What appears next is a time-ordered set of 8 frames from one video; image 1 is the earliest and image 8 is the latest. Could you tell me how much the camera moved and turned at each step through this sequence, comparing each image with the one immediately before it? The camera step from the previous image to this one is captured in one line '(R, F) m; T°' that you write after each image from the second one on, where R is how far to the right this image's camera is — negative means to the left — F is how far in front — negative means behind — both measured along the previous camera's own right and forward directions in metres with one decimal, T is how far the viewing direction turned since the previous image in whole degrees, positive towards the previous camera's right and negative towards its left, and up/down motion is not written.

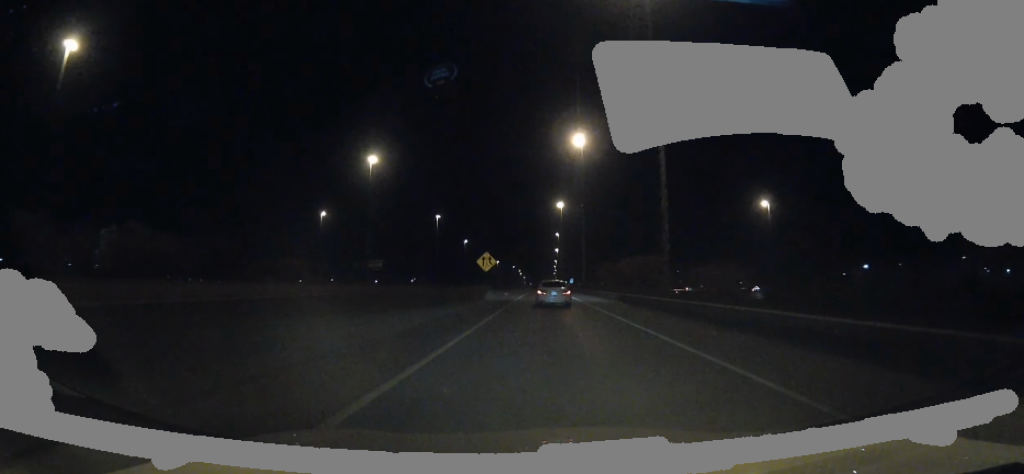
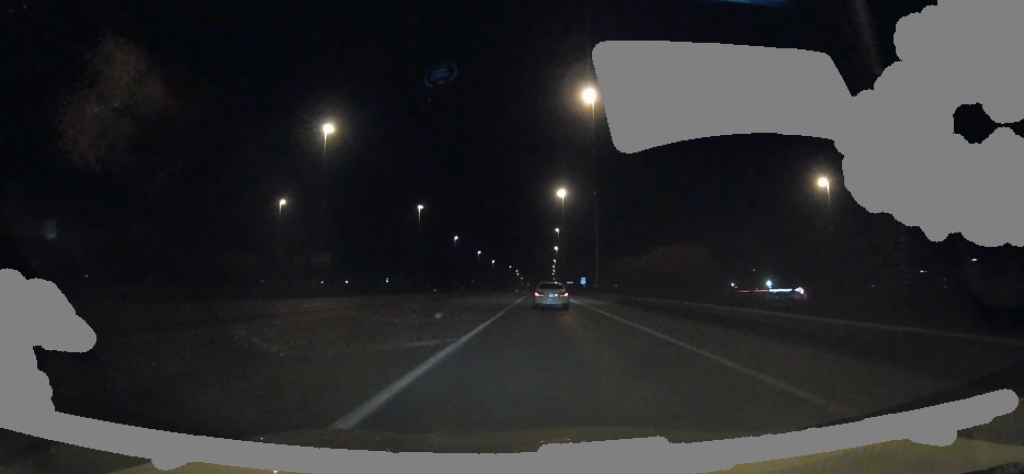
(-0.4, +39.9) m; 0°
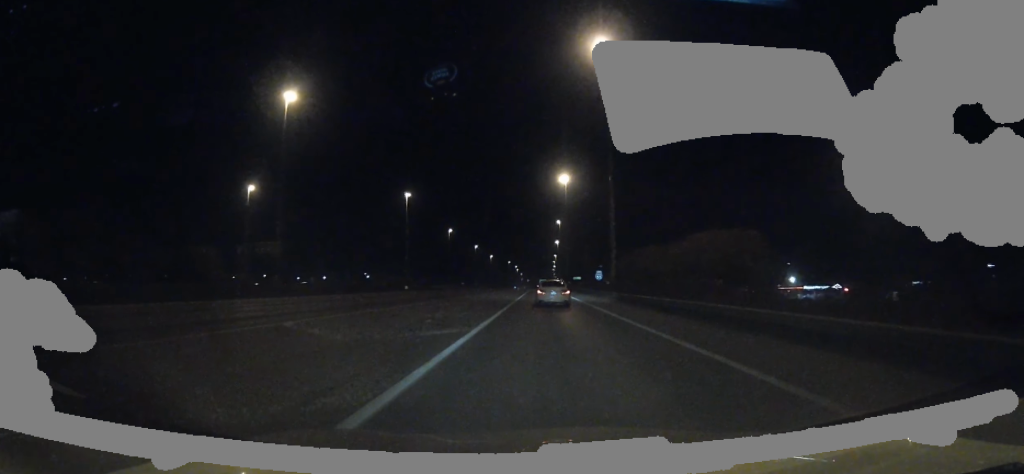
(+0.2, +26.1) m; +1°
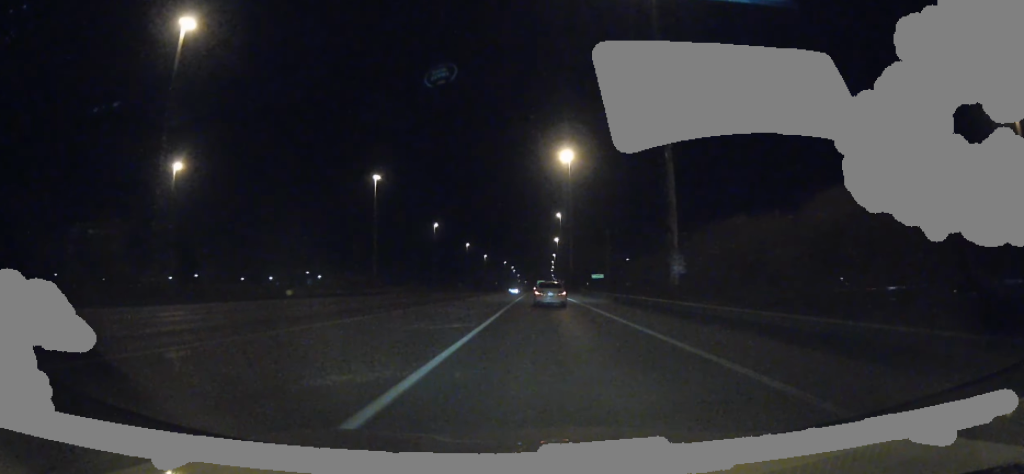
(+0.2, +43.4) m; 0°
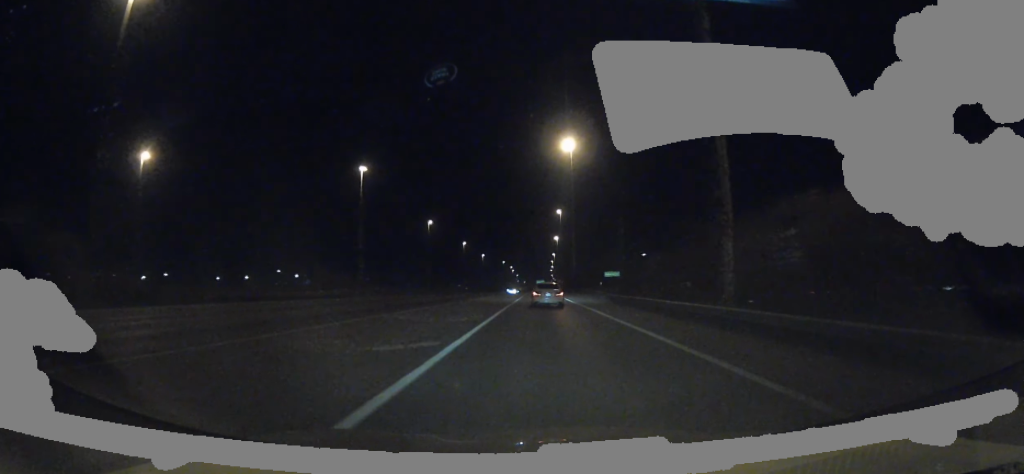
(-0.2, +15.0) m; 0°
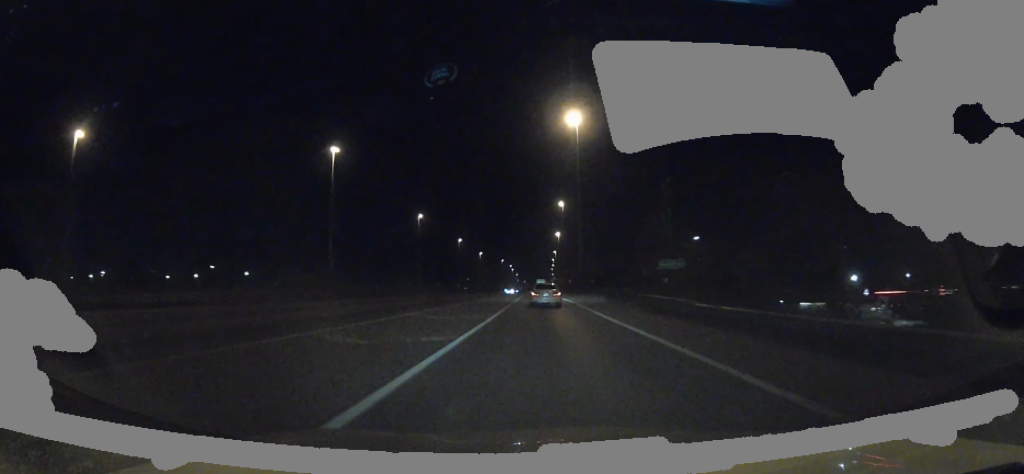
(+0.1, +25.9) m; 0°
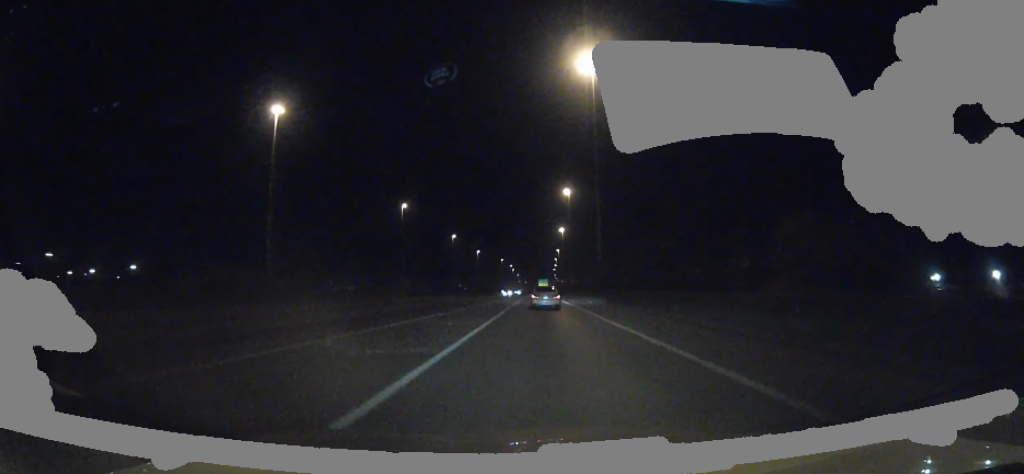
(+0.2, +37.2) m; -1°
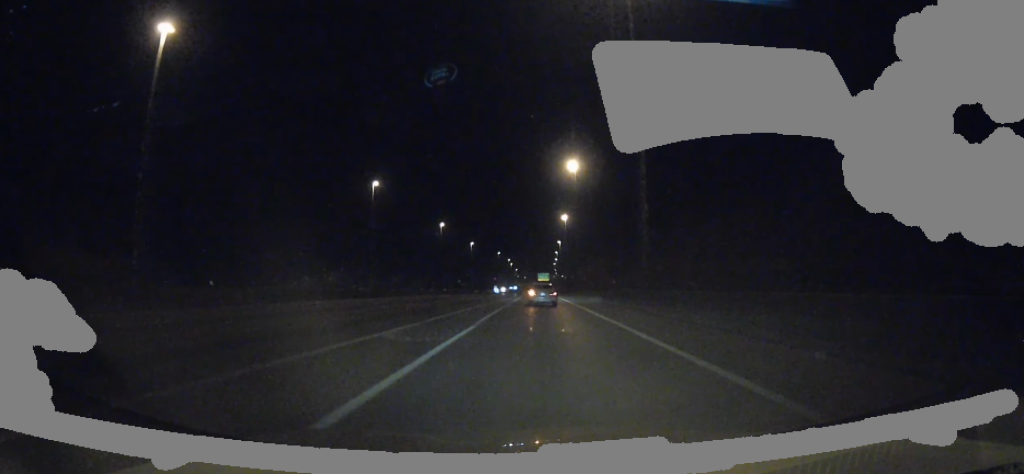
(-0.7, +42.4) m; -1°
